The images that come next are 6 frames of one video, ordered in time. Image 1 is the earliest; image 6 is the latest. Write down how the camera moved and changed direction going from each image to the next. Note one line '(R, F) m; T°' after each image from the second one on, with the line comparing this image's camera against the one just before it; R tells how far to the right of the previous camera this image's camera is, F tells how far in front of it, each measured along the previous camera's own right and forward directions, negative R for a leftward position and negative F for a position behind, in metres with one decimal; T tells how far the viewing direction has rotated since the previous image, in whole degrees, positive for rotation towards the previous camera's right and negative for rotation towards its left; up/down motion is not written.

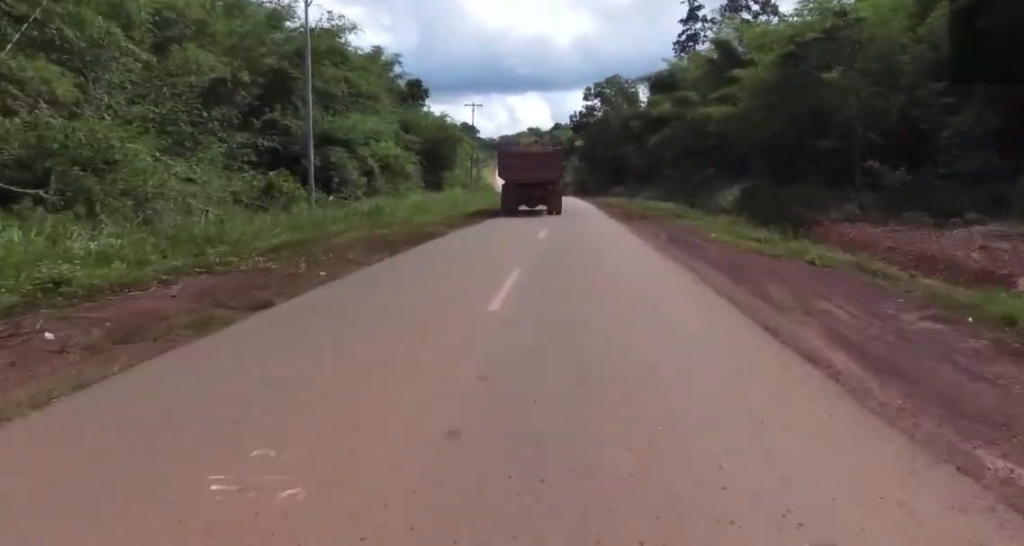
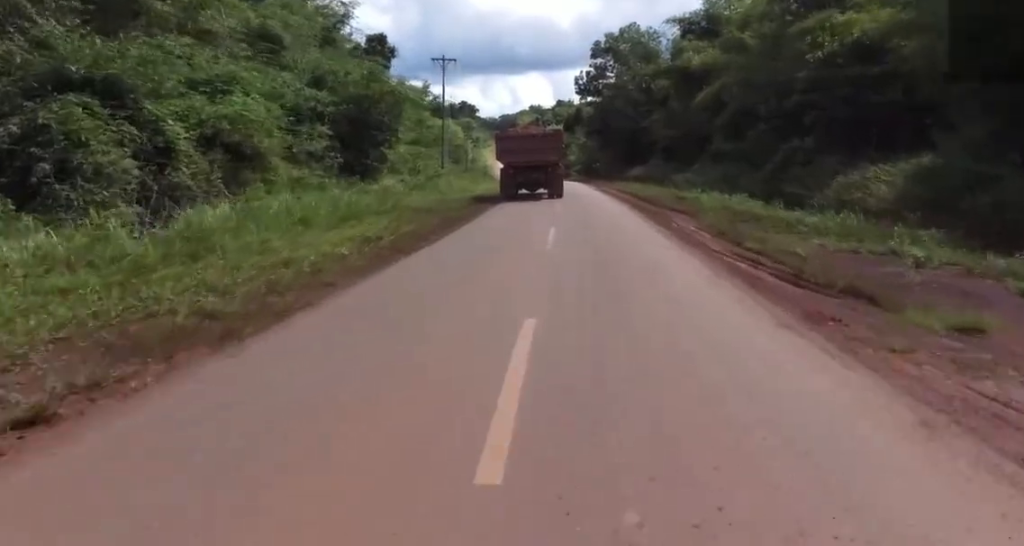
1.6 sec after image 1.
(-0.8, +19.6) m; -4°
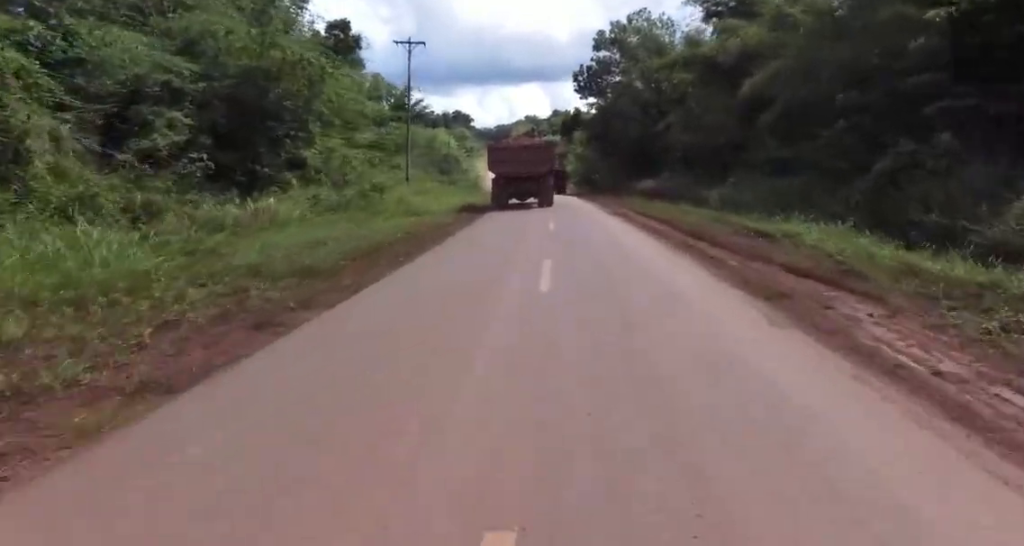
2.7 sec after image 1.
(0.0, +11.8) m; +1°
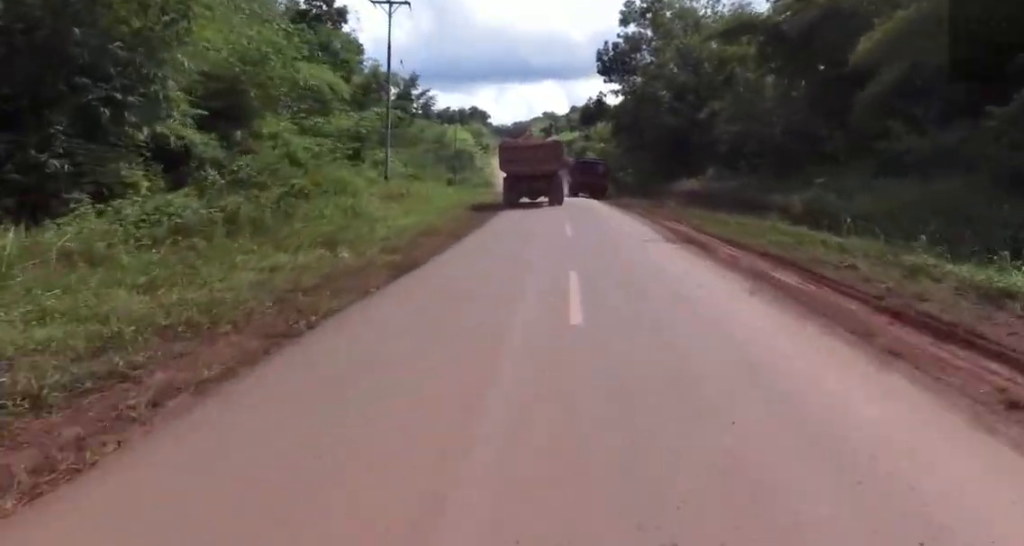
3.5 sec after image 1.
(0.0, +10.0) m; +3°
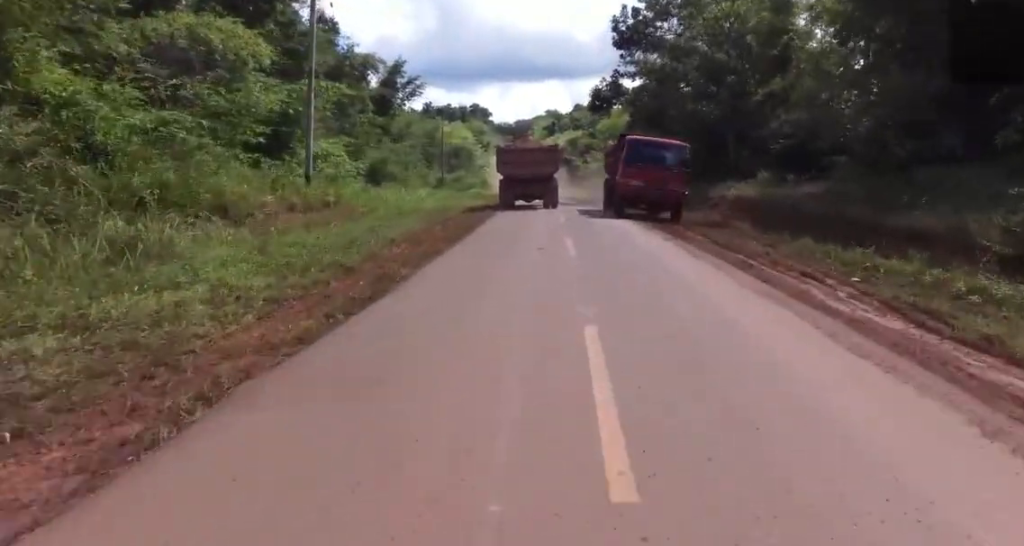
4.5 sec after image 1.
(+0.5, +11.9) m; 0°
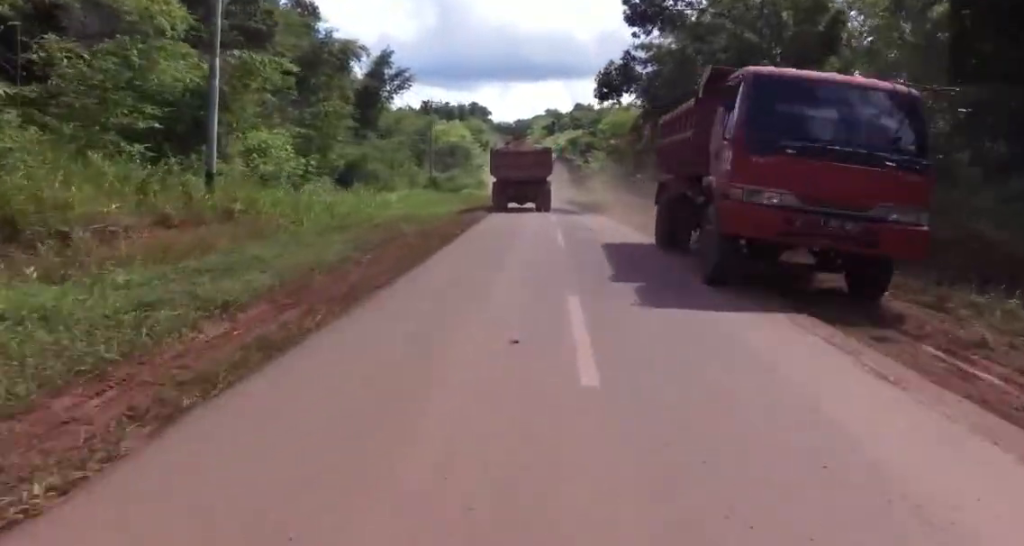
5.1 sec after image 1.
(-0.4, +6.5) m; 0°
